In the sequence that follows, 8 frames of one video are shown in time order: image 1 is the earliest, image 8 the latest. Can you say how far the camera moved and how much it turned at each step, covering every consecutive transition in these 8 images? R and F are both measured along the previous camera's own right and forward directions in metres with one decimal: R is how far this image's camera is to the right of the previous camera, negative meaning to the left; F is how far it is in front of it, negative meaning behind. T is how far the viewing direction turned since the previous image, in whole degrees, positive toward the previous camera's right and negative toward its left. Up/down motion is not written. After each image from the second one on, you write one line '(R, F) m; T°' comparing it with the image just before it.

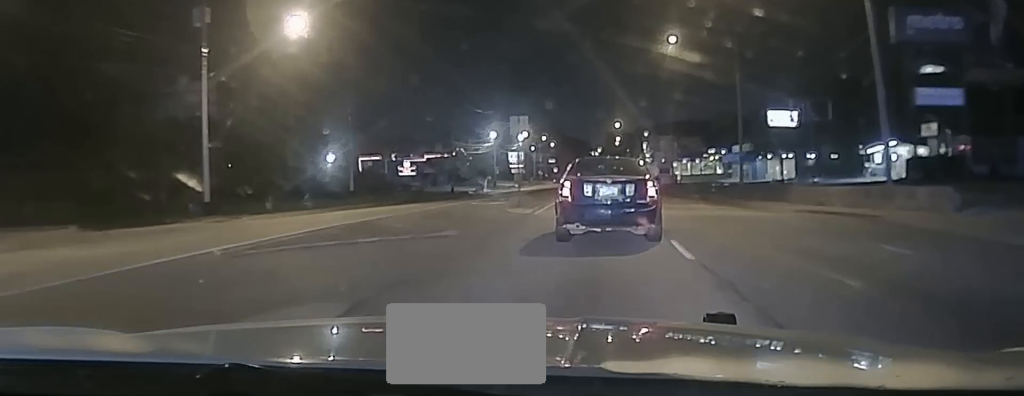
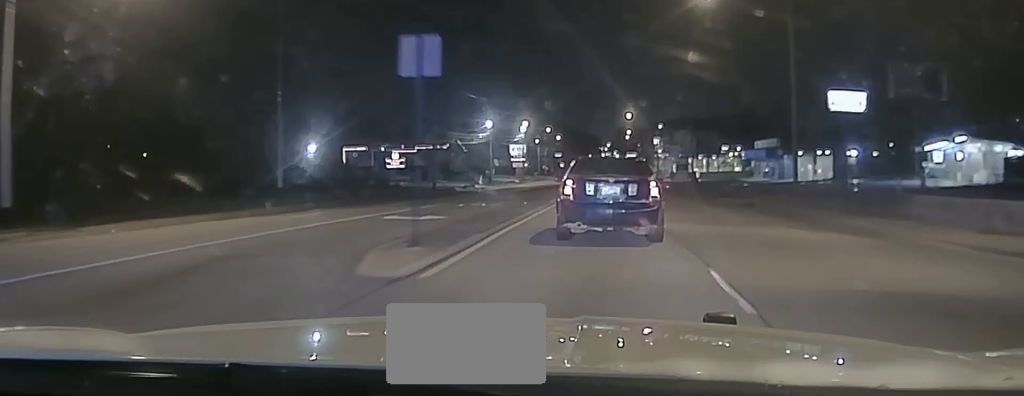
(-0.1, +17.2) m; 0°
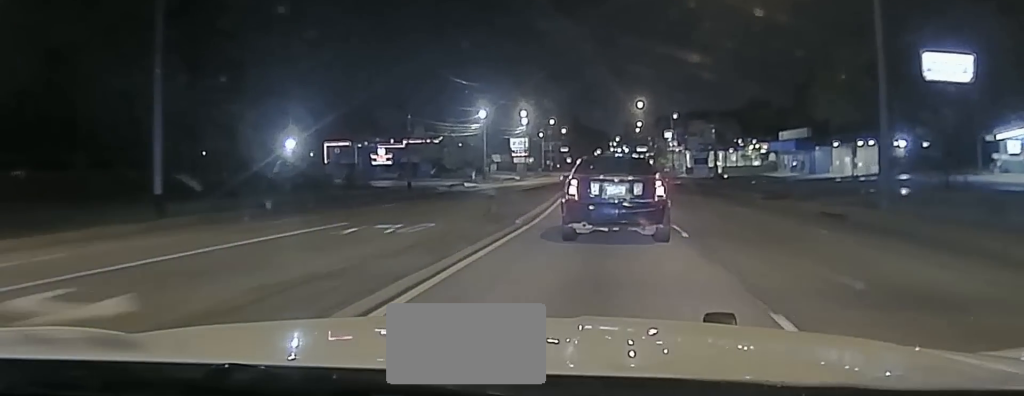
(+0.1, +15.2) m; 0°
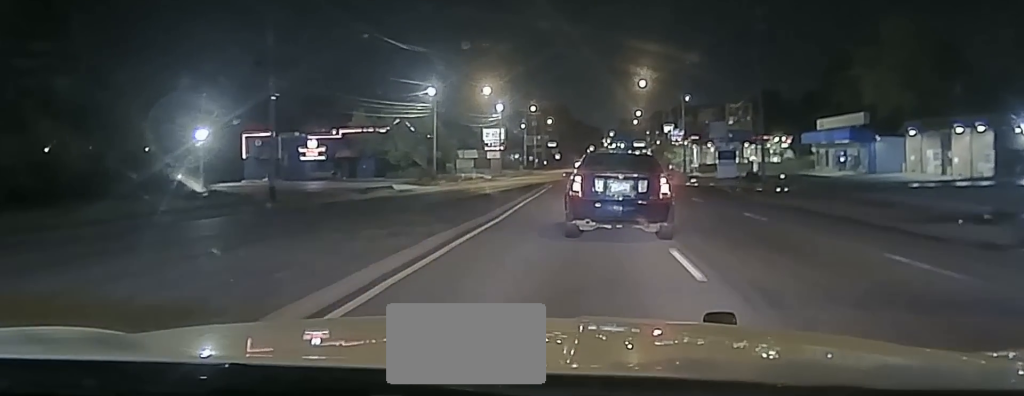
(-0.3, +35.2) m; -1°
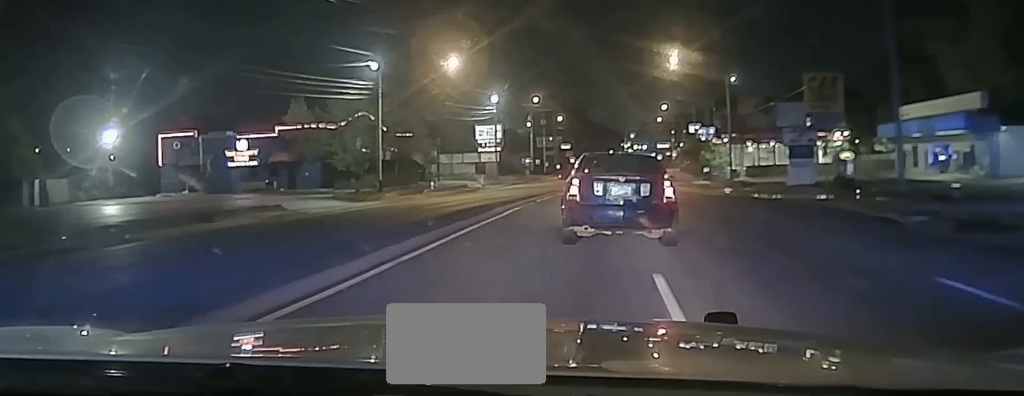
(-0.2, +27.4) m; -1°
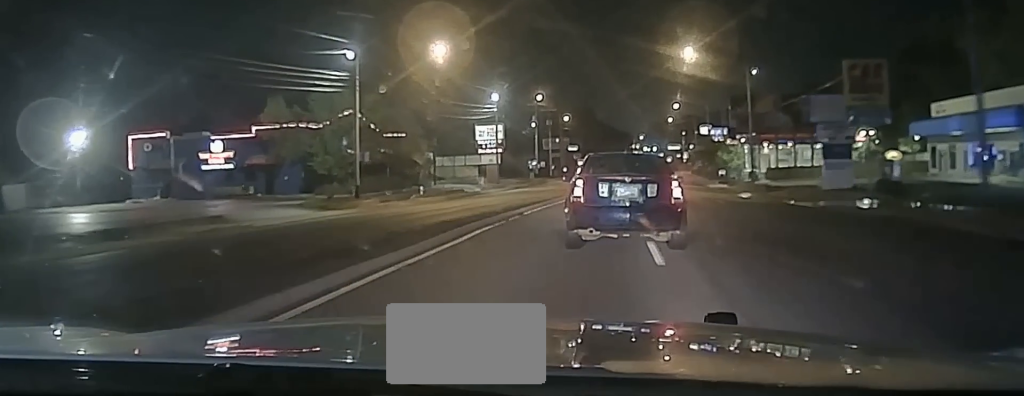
(0.0, +7.0) m; 0°
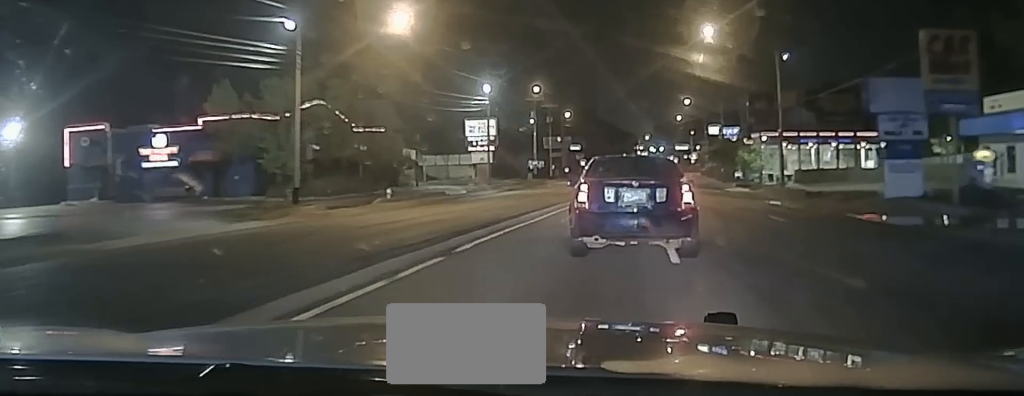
(0.0, +10.4) m; 0°
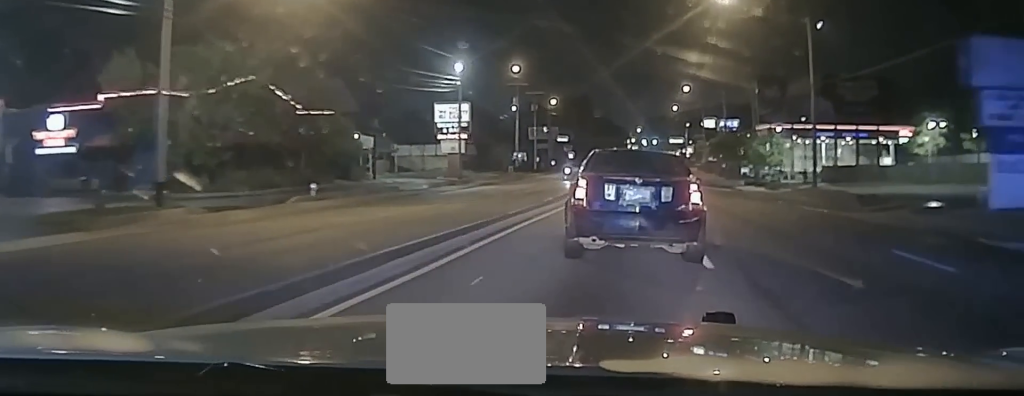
(+0.1, +9.7) m; +1°
